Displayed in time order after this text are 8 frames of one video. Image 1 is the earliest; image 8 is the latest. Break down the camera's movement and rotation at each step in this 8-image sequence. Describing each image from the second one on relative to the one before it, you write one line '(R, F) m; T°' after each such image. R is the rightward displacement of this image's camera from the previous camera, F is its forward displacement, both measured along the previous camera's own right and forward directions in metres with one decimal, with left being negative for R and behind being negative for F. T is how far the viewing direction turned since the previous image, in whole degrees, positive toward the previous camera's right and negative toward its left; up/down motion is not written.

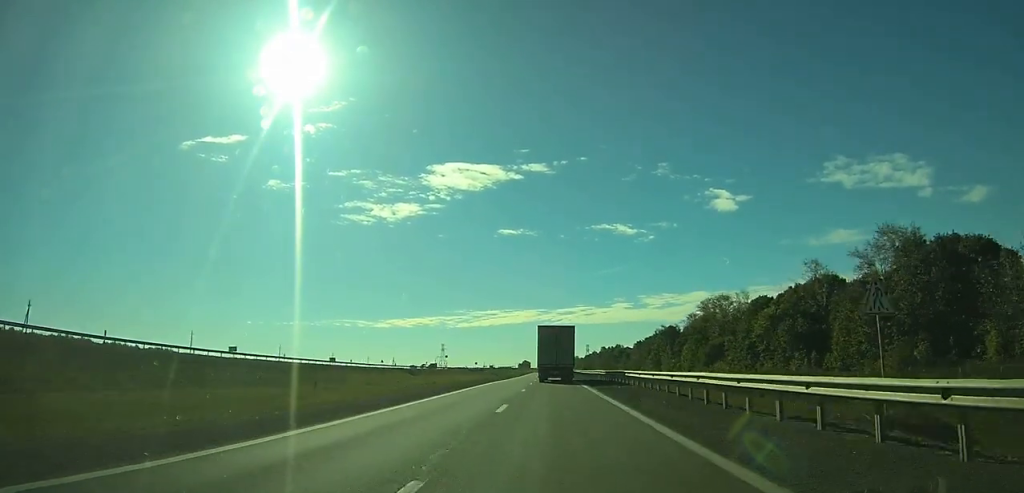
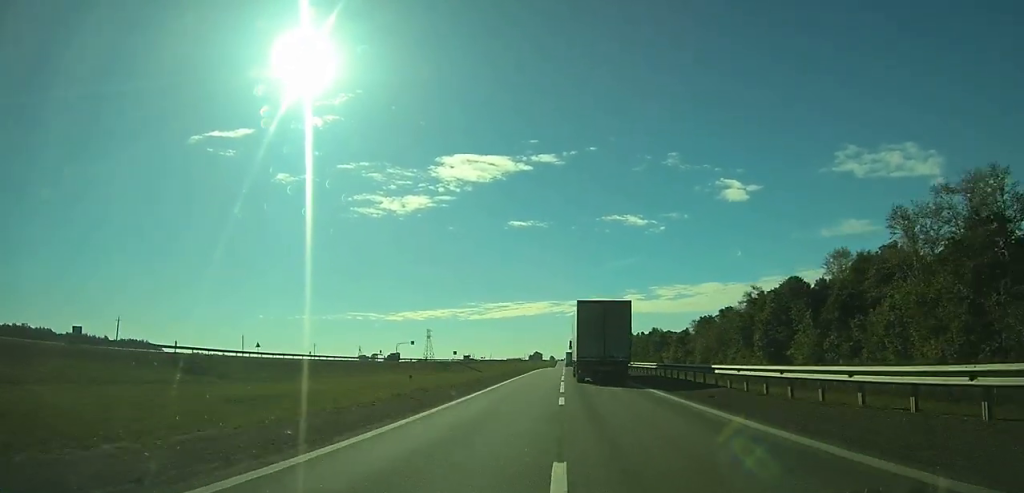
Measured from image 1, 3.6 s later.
(-0.7, +95.5) m; -1°
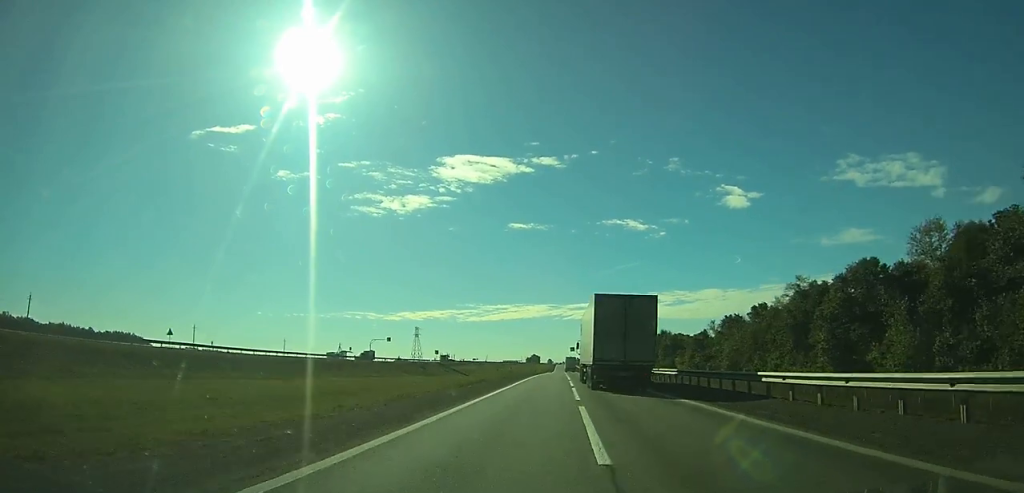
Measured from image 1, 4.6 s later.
(-0.1, +26.6) m; 0°
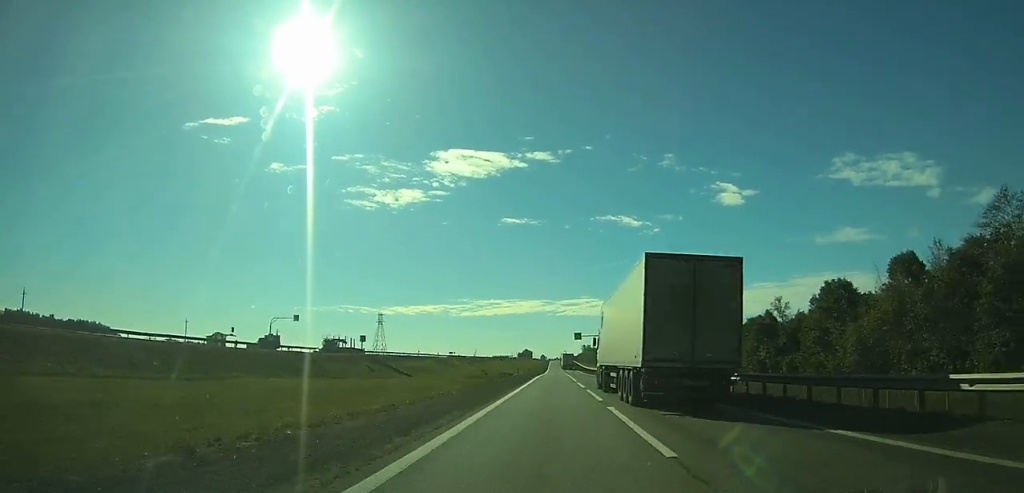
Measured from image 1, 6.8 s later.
(+0.3, +58.9) m; 0°
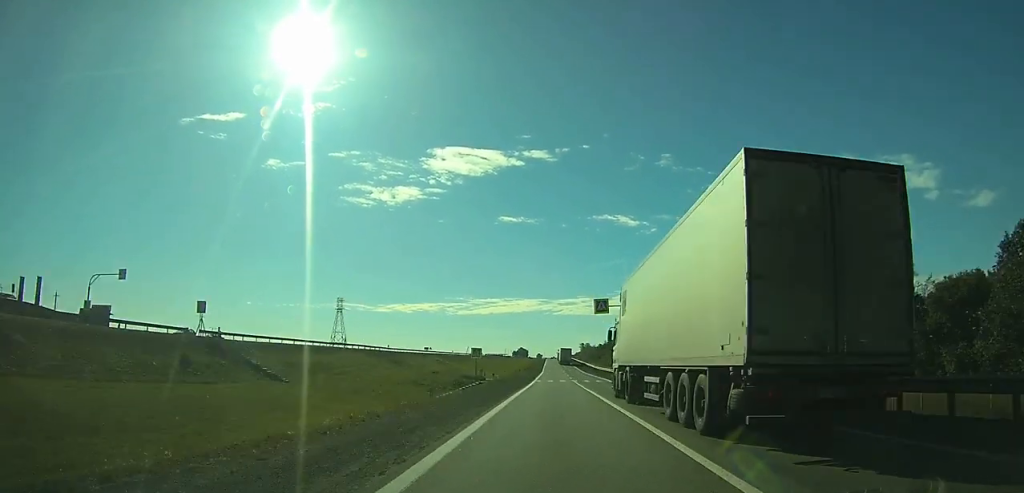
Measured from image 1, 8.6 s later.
(+0.2, +48.5) m; 0°
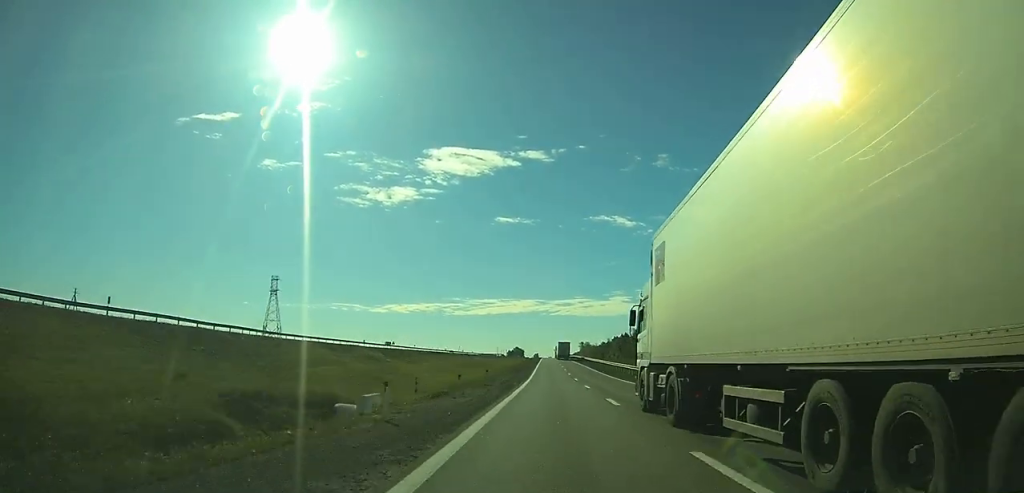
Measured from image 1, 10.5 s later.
(0.0, +52.1) m; 0°
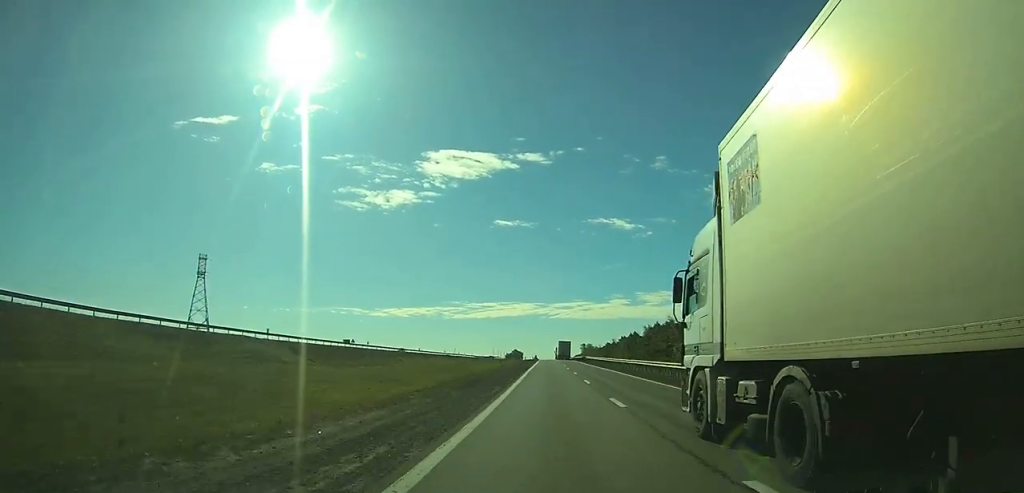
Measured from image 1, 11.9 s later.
(0.0, +37.8) m; 0°
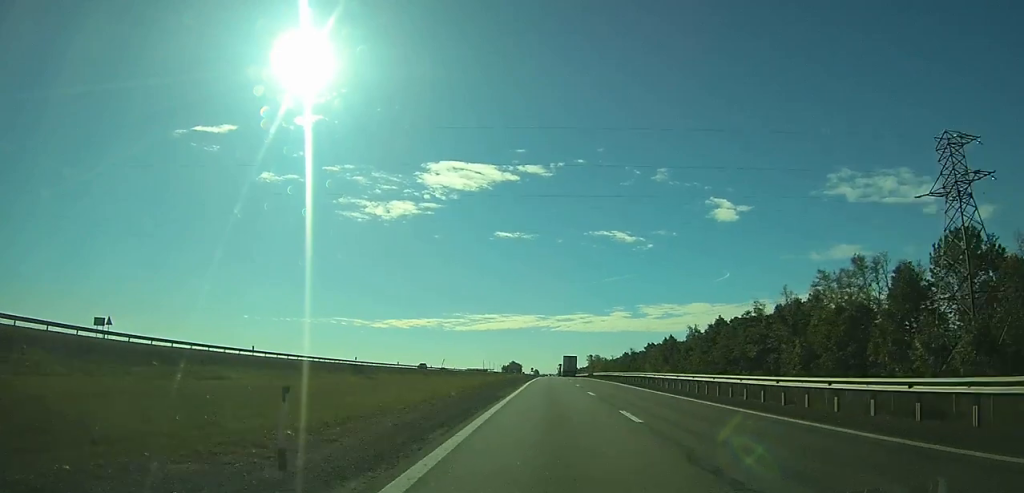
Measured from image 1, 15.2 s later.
(+0.3, +86.2) m; 0°
